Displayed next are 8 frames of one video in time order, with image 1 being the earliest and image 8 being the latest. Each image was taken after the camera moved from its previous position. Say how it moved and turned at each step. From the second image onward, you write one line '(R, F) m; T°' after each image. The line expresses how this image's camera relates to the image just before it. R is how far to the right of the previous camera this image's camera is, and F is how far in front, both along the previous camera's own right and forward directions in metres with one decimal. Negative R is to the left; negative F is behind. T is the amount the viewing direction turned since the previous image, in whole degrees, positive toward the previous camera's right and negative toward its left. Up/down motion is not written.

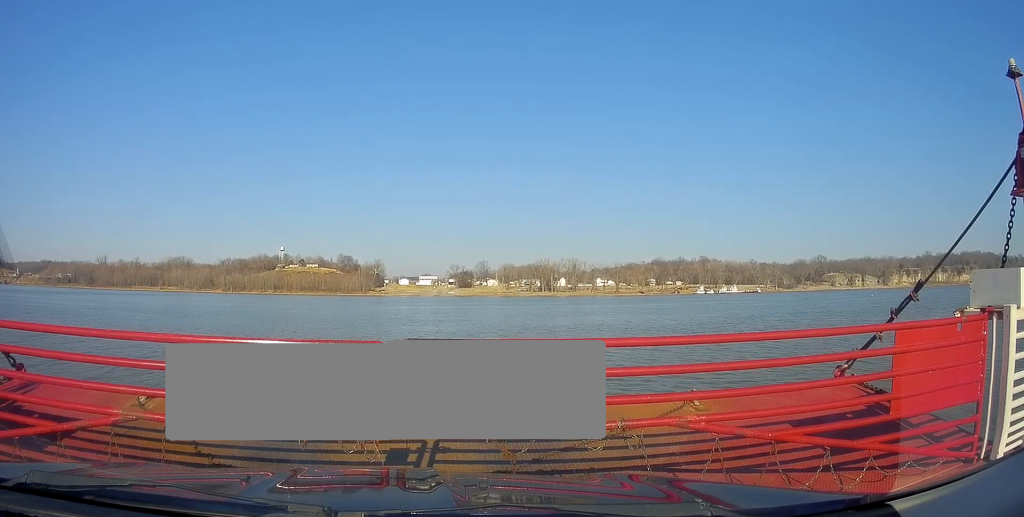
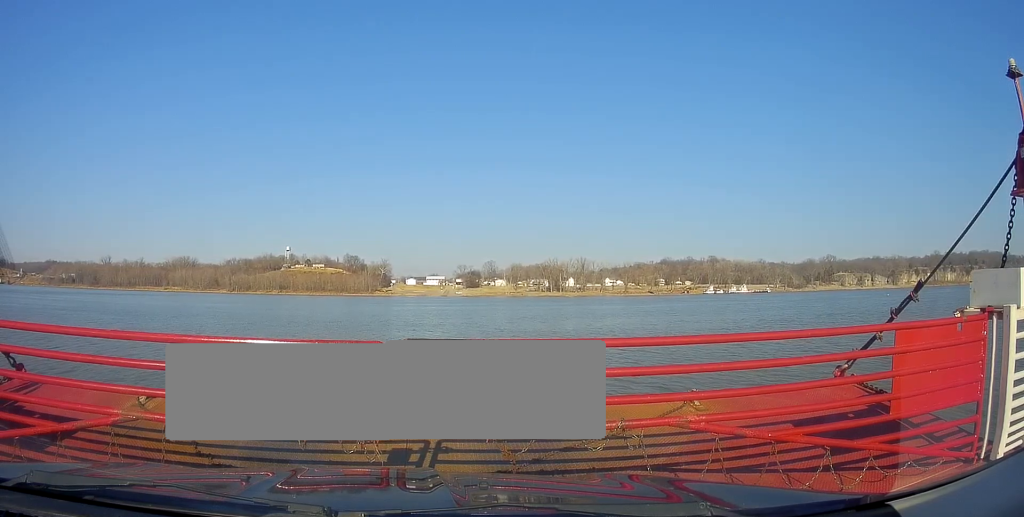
(0.0, +5.1) m; 0°
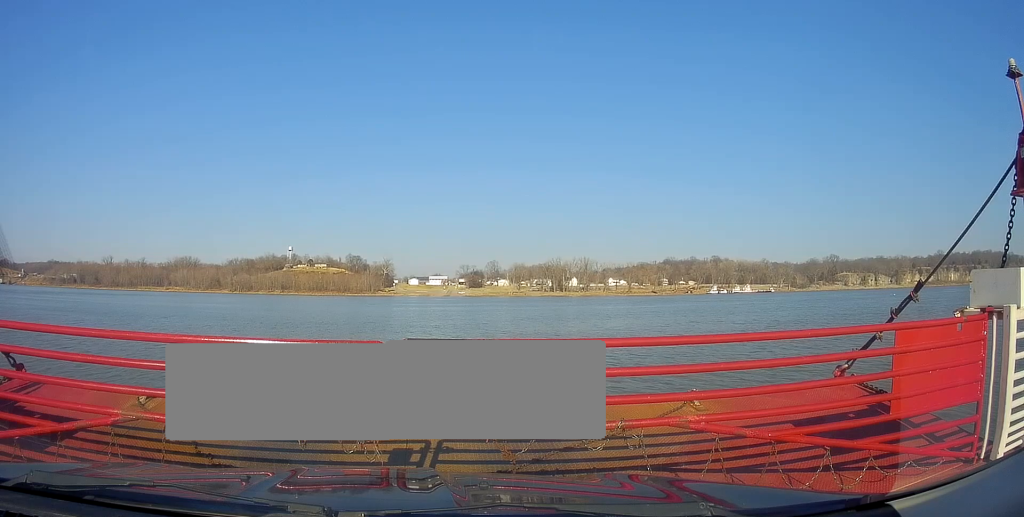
(0.0, +2.0) m; 0°
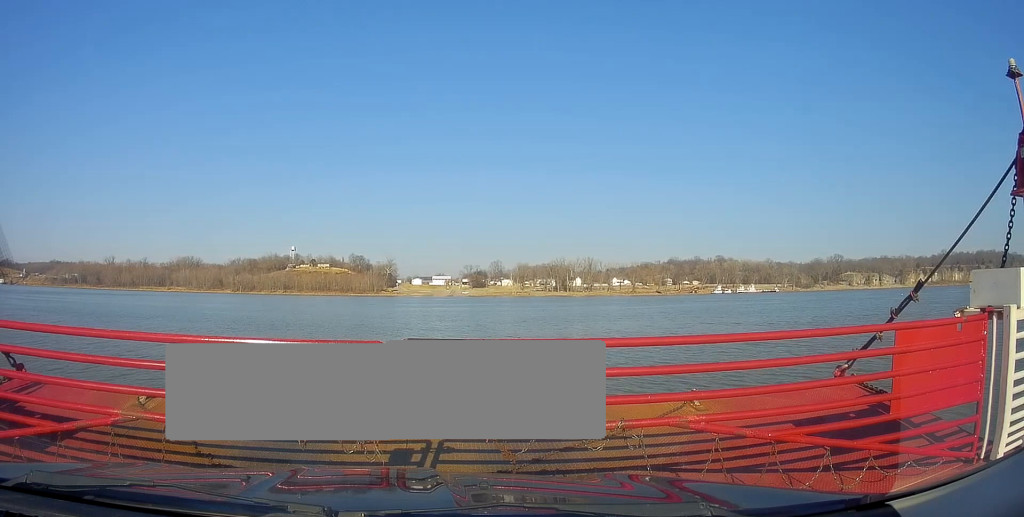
(0.0, +2.6) m; 0°
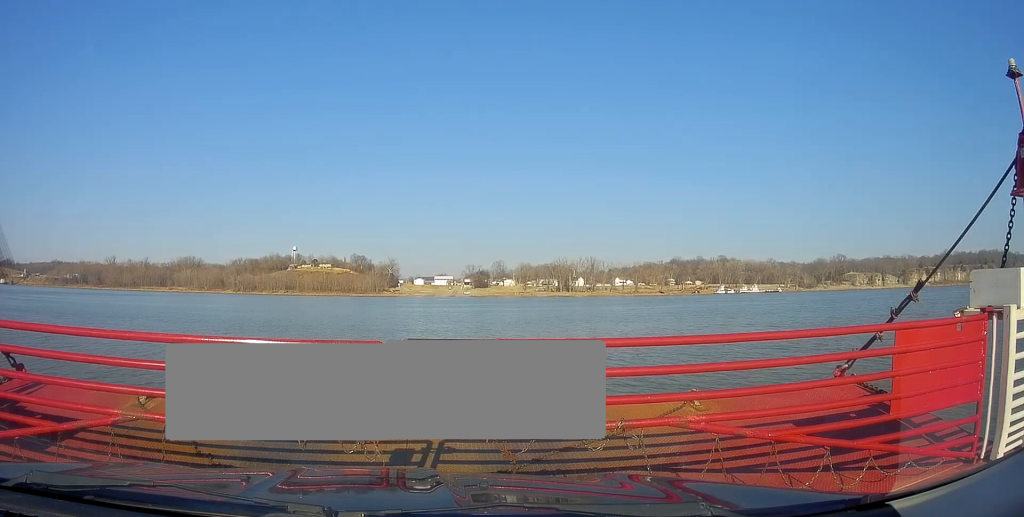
(0.0, +2.0) m; 0°
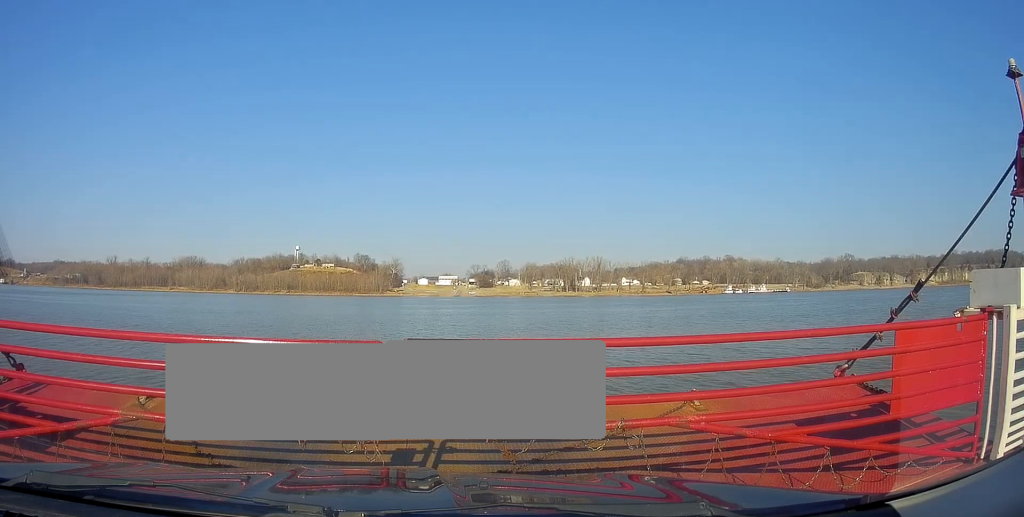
(0.0, +8.2) m; 0°
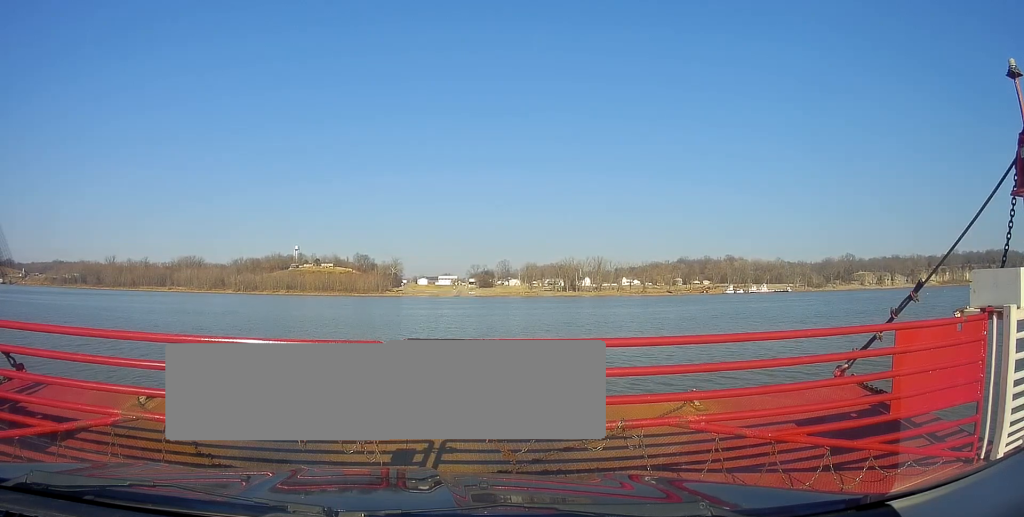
(0.0, +3.0) m; 0°
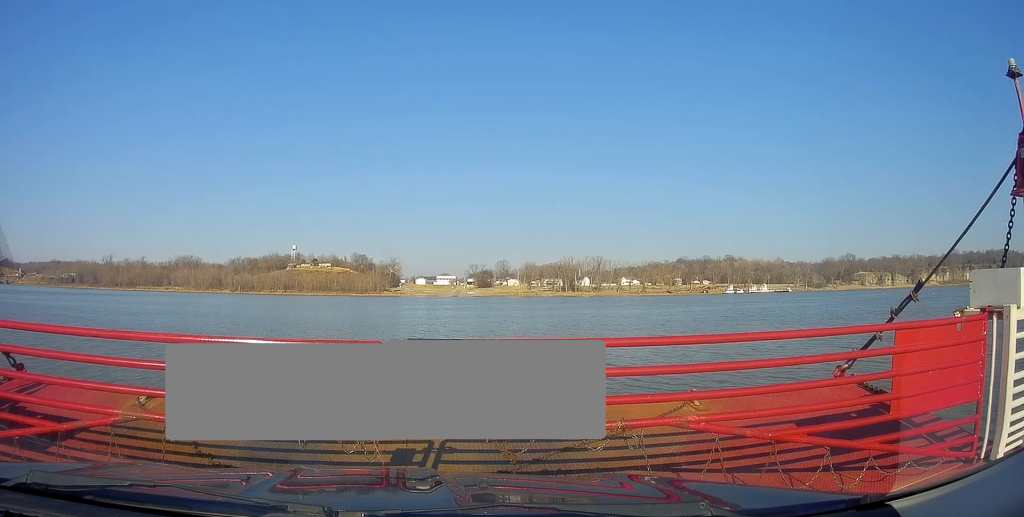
(0.0, +3.8) m; 0°
